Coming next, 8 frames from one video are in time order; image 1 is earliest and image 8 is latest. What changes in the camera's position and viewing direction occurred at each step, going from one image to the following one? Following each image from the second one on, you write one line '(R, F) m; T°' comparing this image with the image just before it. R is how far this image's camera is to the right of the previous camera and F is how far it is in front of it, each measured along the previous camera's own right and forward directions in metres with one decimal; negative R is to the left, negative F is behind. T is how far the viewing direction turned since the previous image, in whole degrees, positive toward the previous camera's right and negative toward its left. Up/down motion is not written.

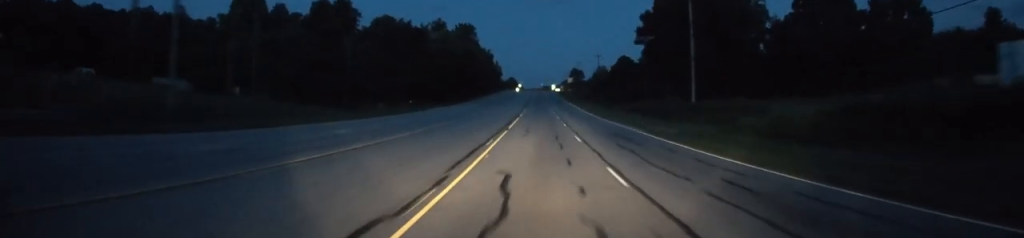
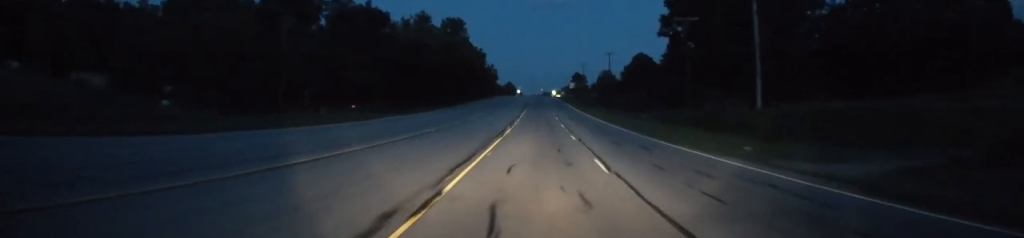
(+0.3, +22.5) m; +1°
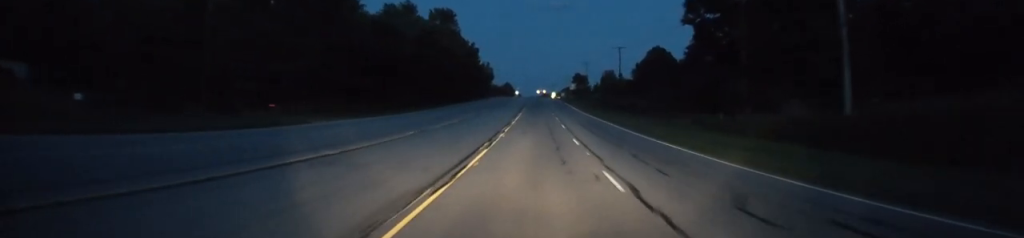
(+0.1, +15.9) m; 0°
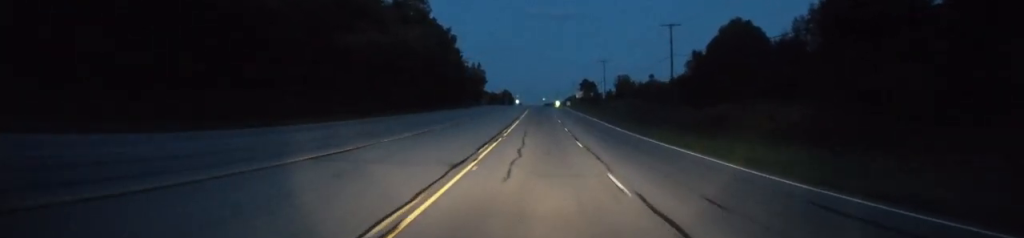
(-0.4, +38.2) m; -2°
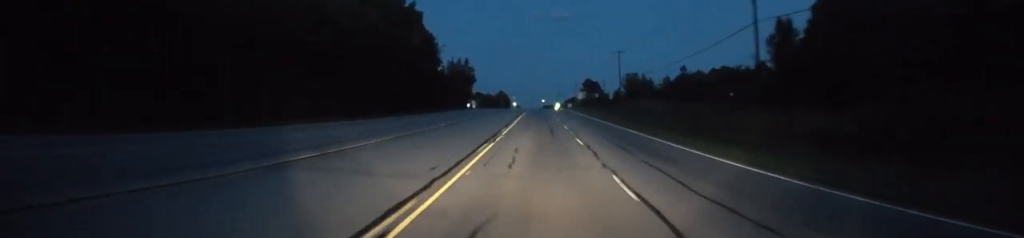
(-0.4, +25.5) m; 0°
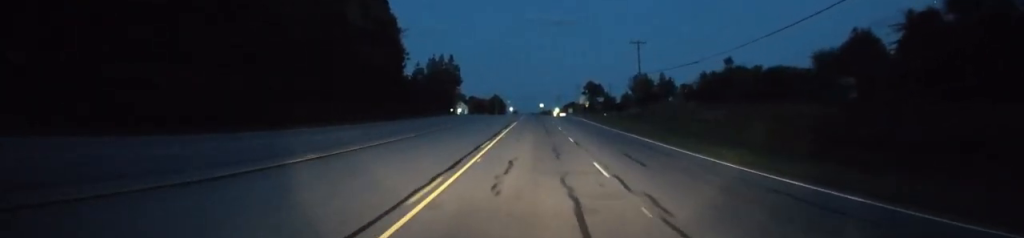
(+0.4, +22.2) m; +1°
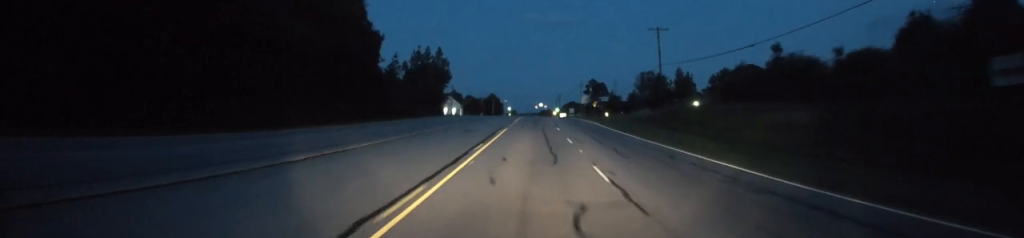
(-0.1, +14.4) m; 0°
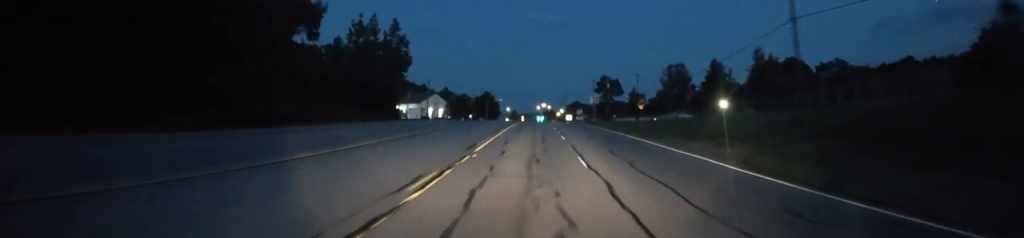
(-0.2, +34.8) m; -1°
